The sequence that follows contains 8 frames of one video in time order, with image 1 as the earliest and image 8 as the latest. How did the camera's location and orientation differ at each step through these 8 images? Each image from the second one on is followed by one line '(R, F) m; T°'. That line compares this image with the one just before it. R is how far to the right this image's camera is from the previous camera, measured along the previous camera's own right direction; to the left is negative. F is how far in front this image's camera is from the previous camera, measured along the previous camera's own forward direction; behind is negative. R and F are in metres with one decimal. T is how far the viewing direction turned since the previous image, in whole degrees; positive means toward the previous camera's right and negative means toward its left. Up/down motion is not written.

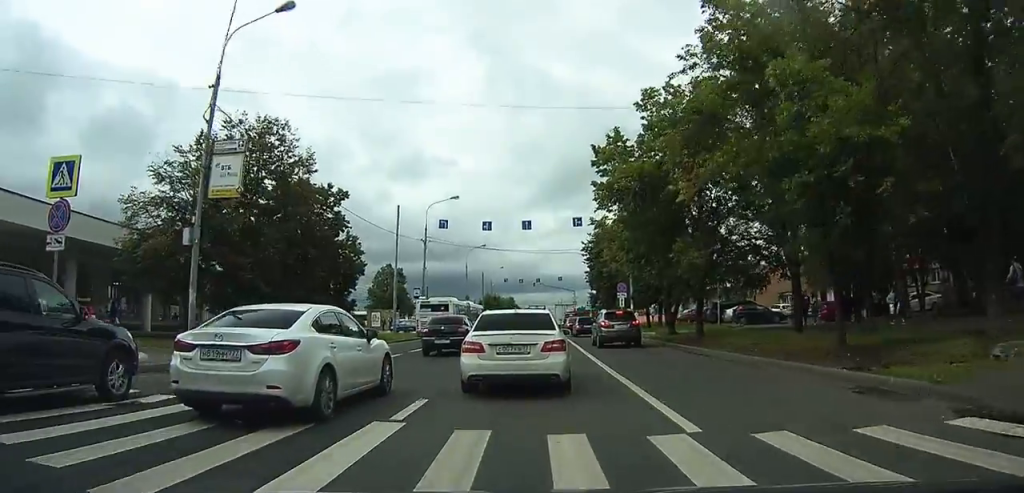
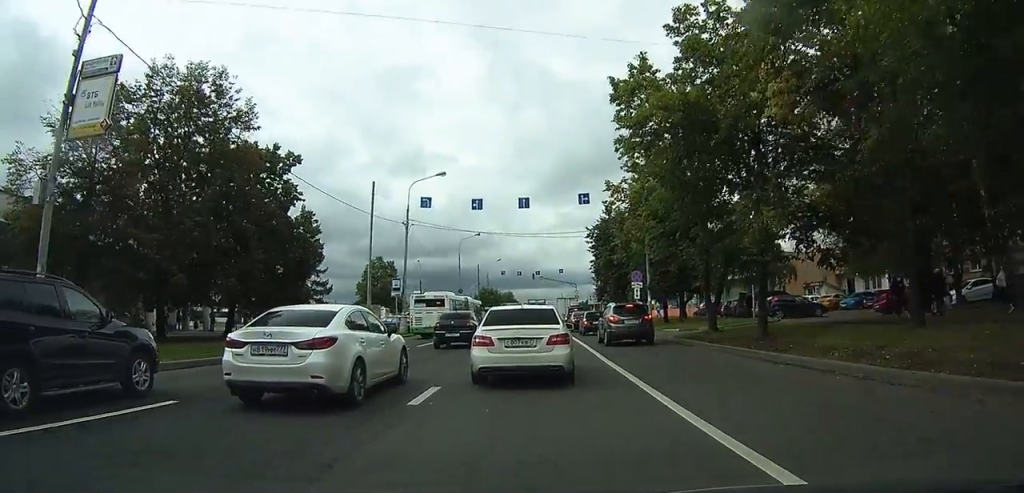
(0.0, +6.0) m; +1°
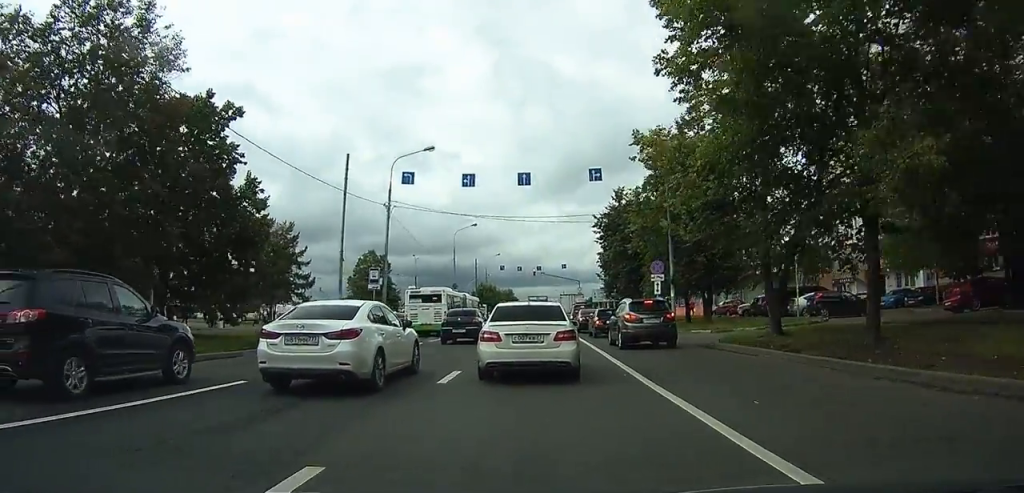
(+0.1, +5.5) m; +1°
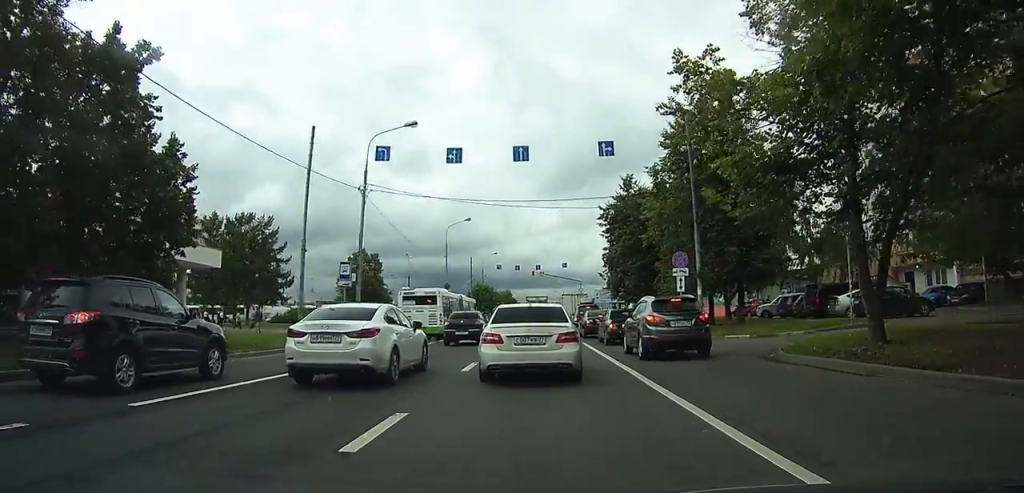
(0.0, +5.1) m; 0°
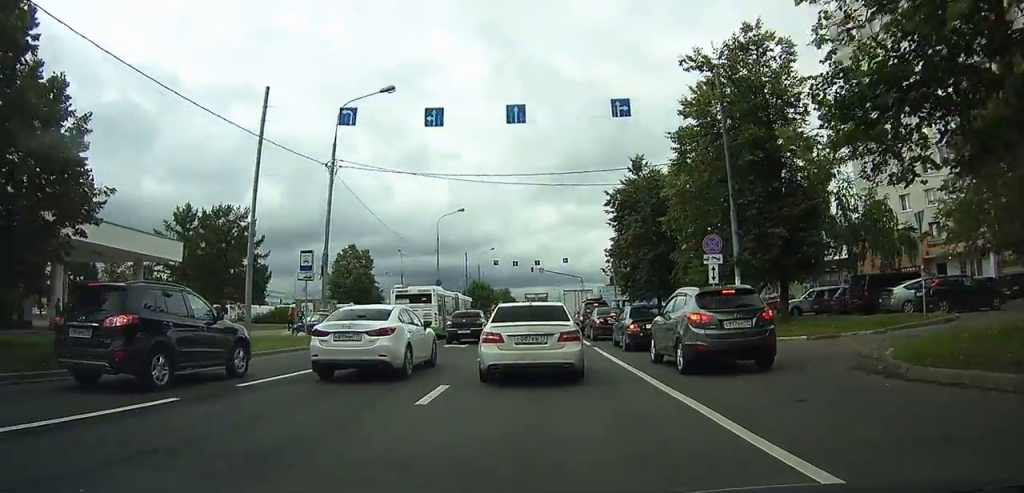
(0.0, +5.2) m; 0°
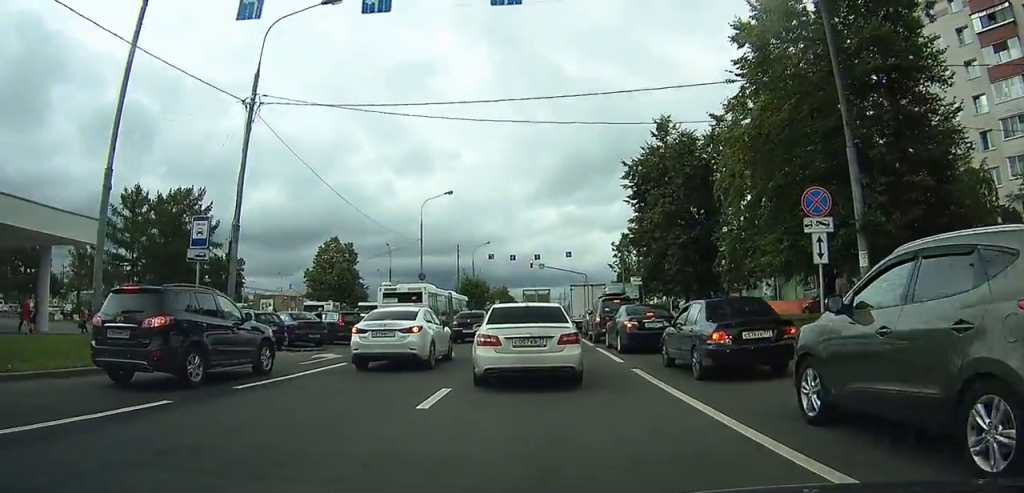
(-0.1, +8.8) m; -1°
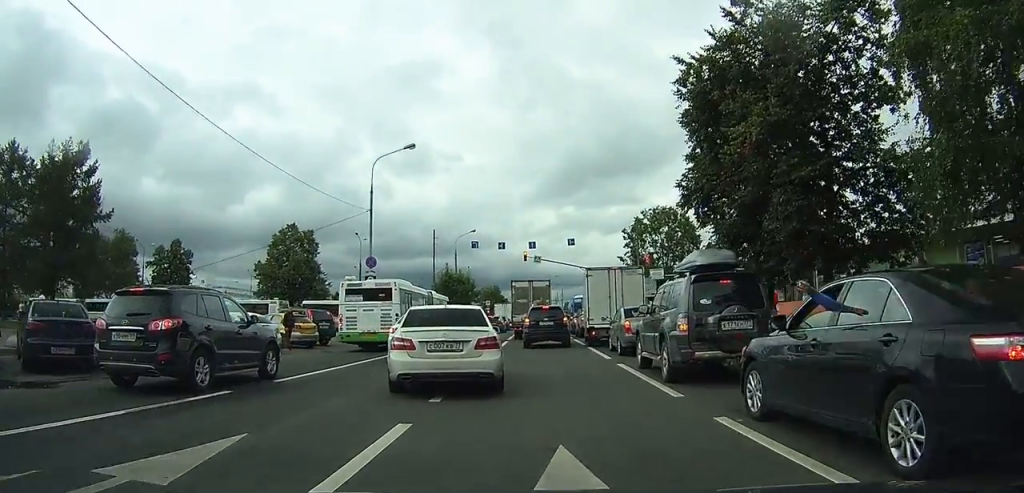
(-0.5, +15.5) m; -3°
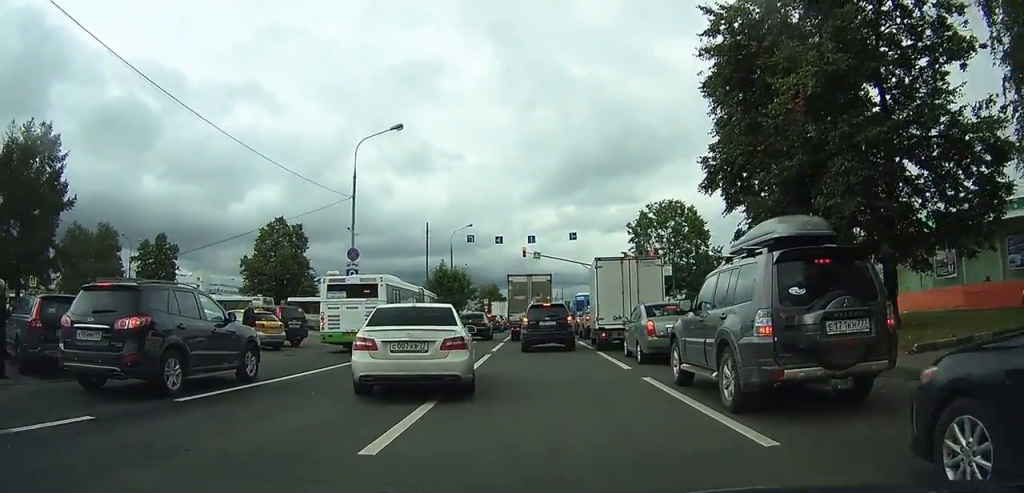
(+0.1, +3.4) m; +1°
